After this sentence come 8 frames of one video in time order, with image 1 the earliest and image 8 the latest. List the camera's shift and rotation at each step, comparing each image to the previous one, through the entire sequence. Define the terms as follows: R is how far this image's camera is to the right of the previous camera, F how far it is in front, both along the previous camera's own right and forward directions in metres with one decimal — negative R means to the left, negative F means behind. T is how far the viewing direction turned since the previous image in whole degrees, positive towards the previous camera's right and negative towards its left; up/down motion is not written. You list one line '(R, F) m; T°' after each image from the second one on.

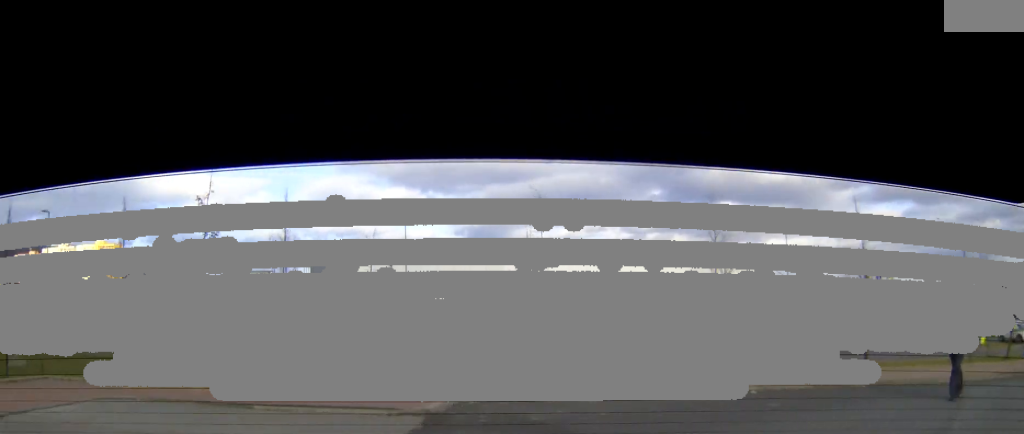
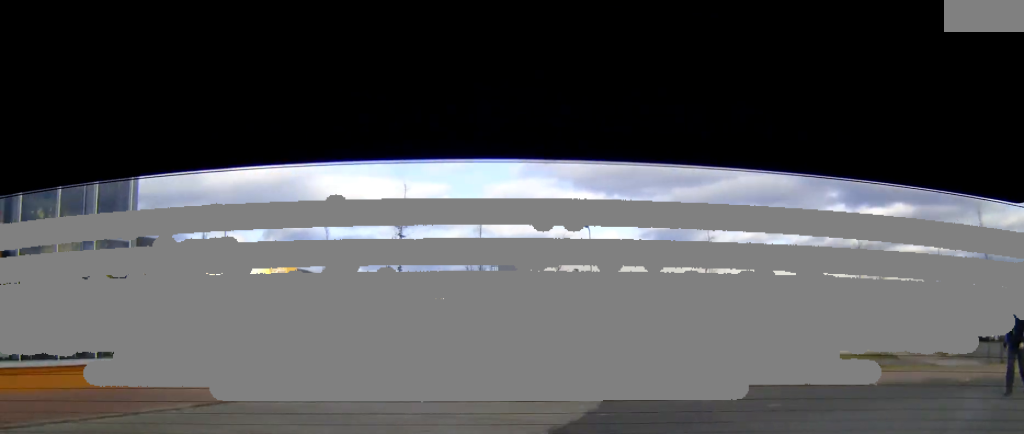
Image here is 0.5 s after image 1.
(-0.3, +1.7) m; -13°
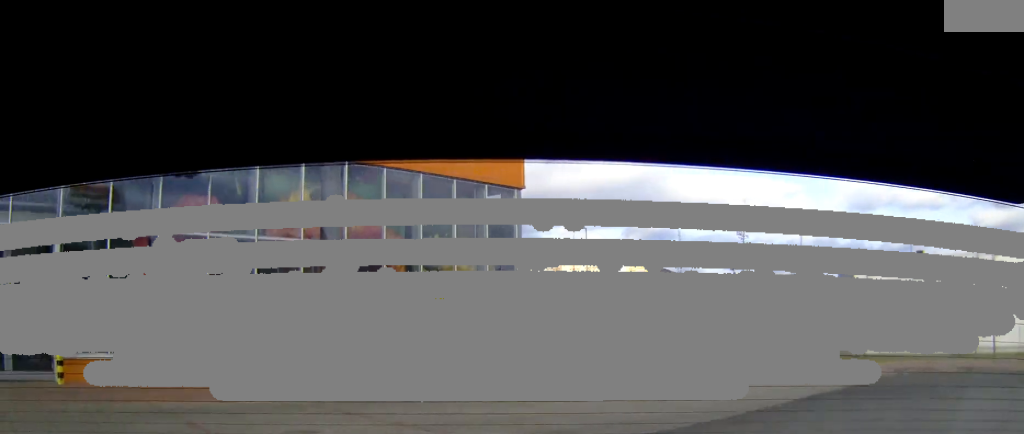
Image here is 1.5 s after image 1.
(-0.5, +2.8) m; -21°
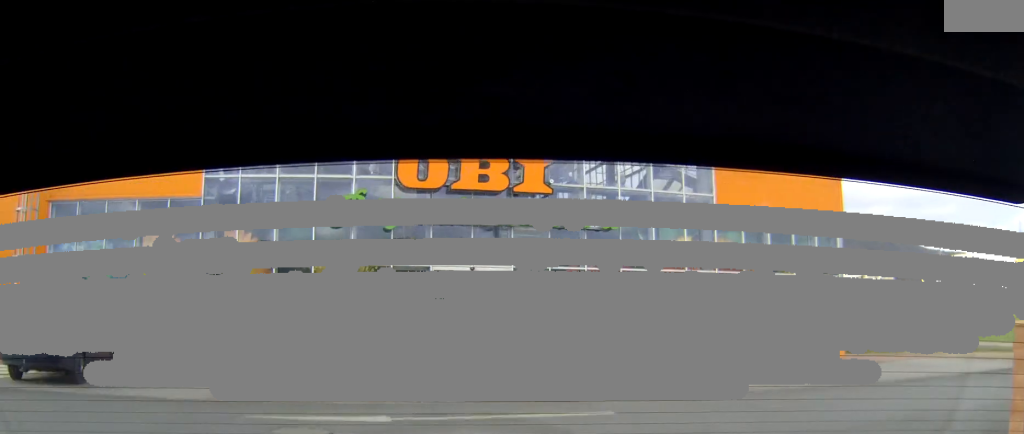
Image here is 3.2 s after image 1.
(-1.7, +4.0) m; -39°
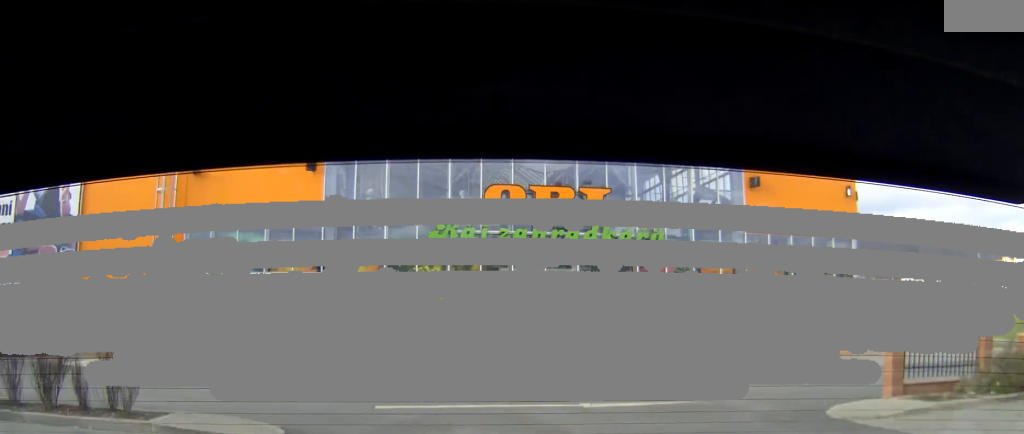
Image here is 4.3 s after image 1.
(-0.6, +3.8) m; -11°
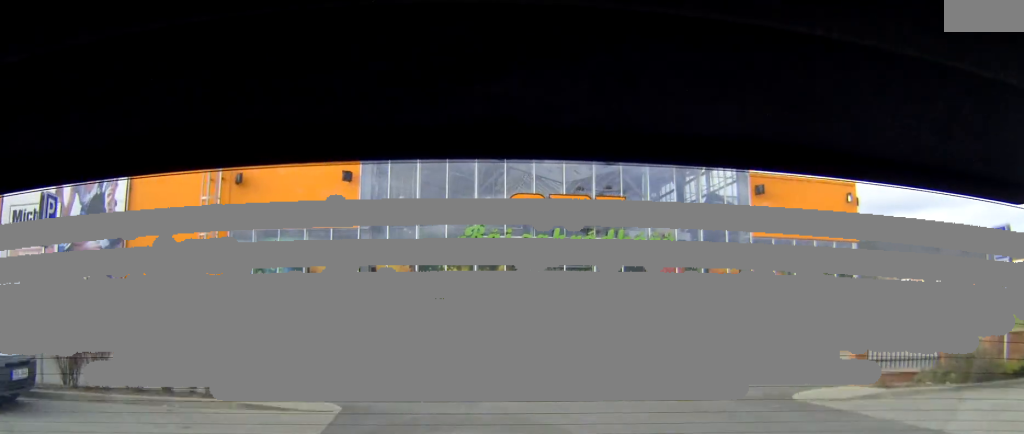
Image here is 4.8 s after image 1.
(-0.1, +1.8) m; -1°
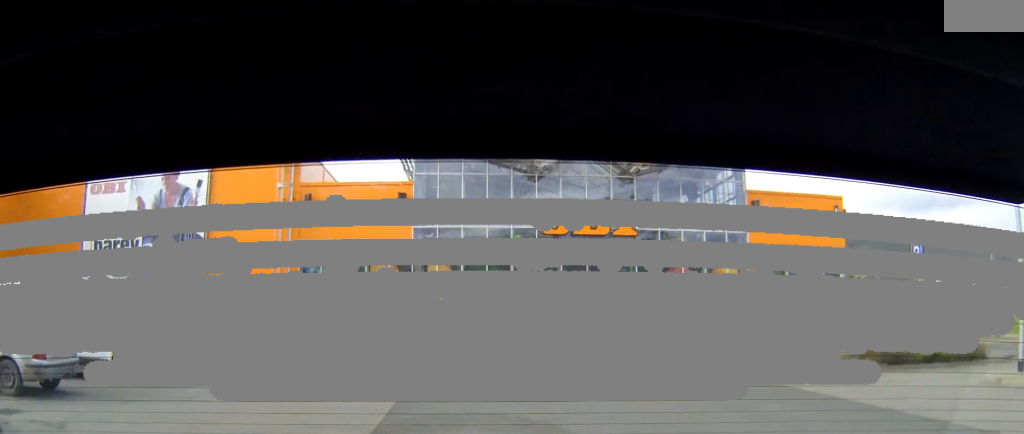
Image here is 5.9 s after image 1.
(+0.1, +4.5) m; +4°
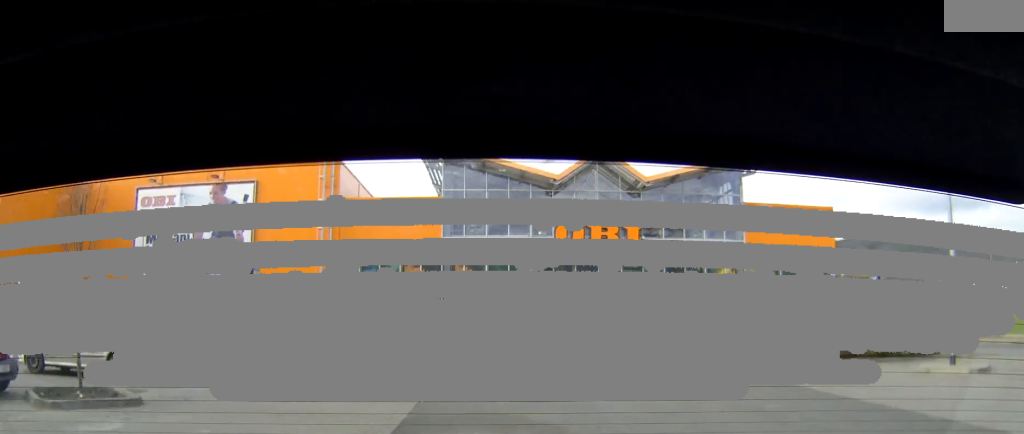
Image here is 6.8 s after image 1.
(+0.1, +3.4) m; +3°
